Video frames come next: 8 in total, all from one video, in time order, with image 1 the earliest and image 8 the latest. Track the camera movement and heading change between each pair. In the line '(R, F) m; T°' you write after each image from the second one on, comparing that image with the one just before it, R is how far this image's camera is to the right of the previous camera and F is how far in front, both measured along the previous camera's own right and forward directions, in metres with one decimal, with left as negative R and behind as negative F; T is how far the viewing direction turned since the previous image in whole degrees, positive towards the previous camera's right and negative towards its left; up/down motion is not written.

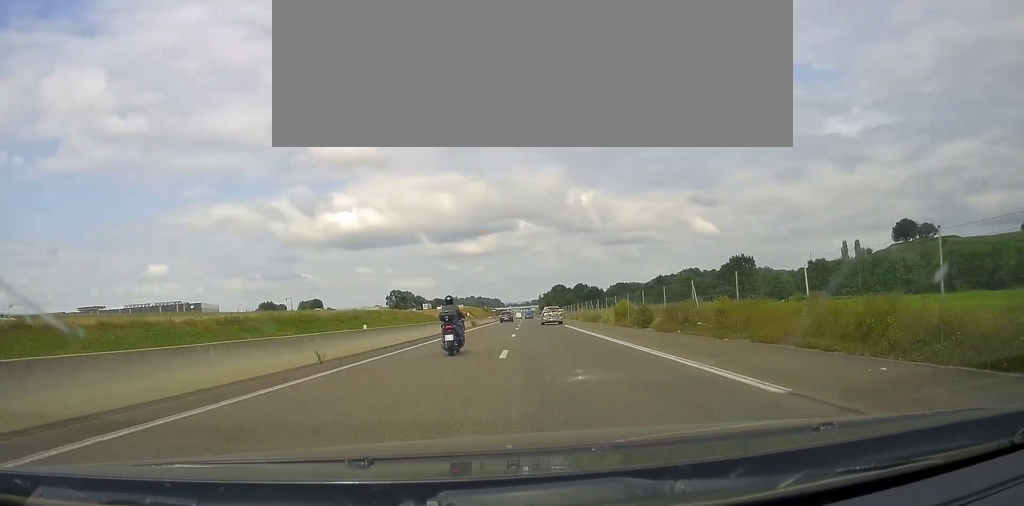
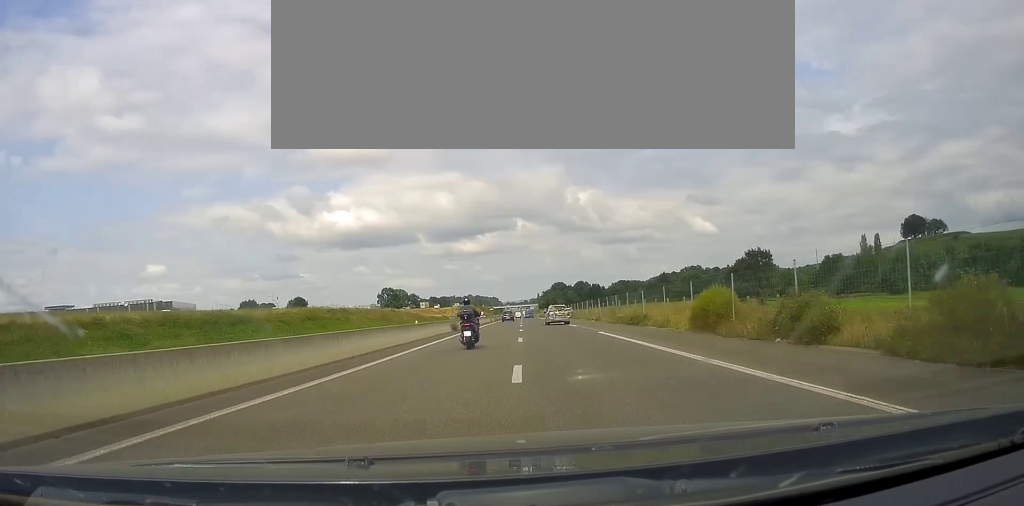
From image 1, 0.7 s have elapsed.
(-0.2, +17.8) m; -1°
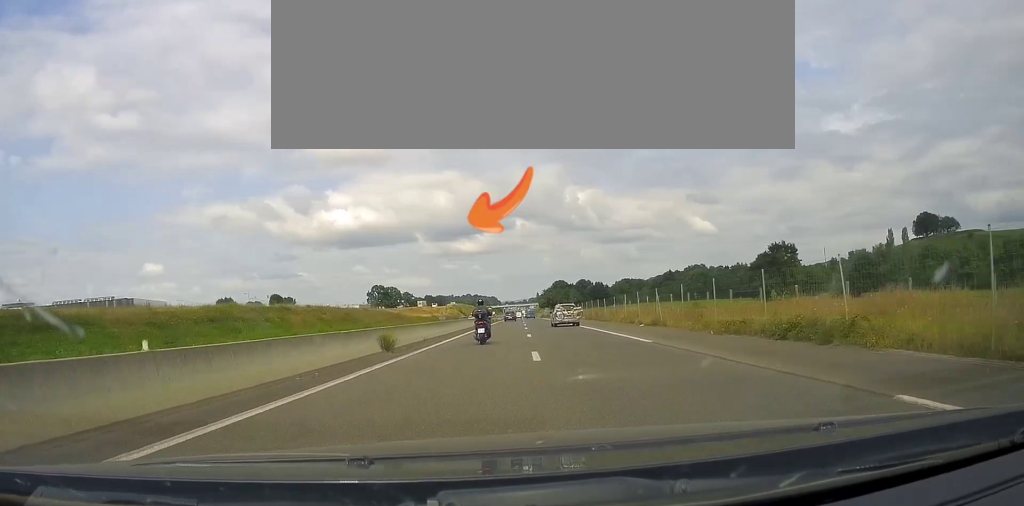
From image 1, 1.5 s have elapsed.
(0.0, +21.2) m; 0°
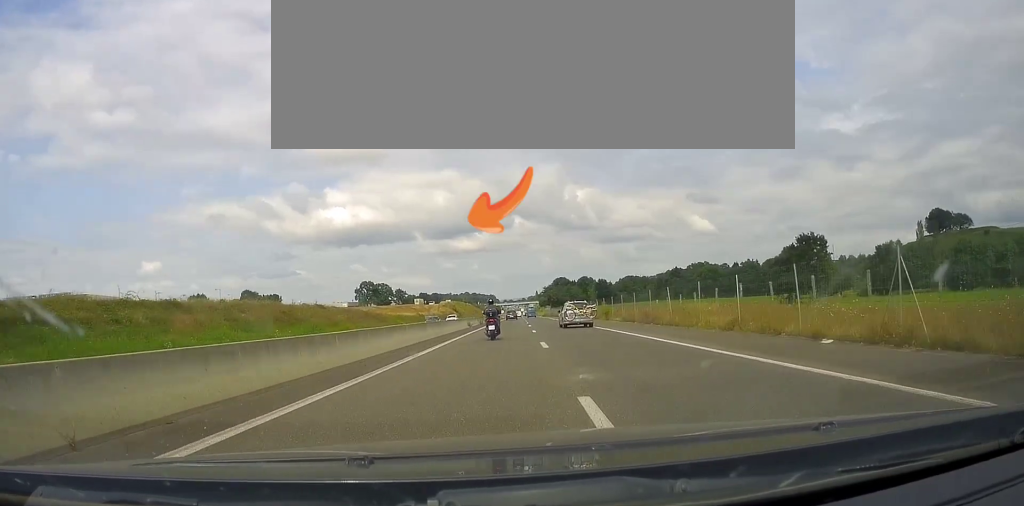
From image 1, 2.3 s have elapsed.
(0.0, +21.6) m; -1°
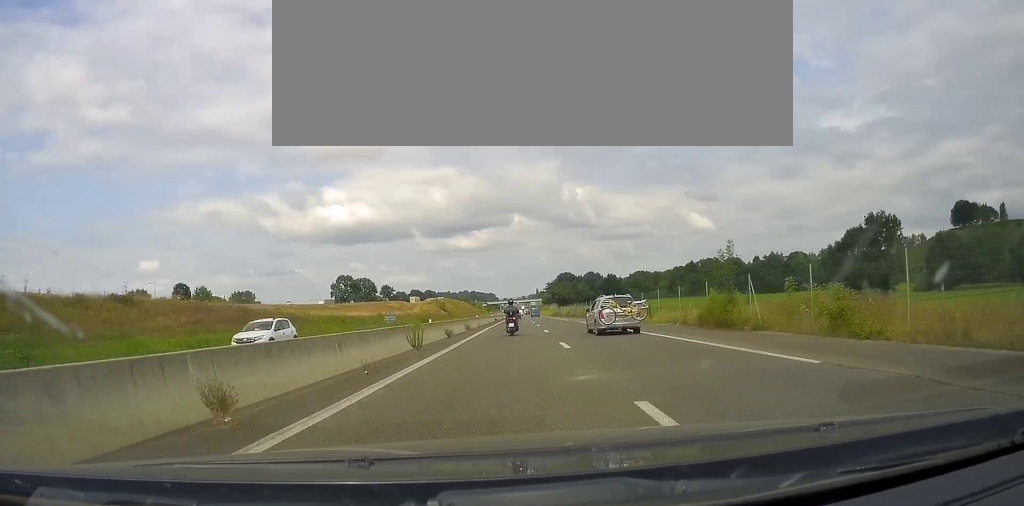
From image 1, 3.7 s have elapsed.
(0.0, +38.5) m; +2°
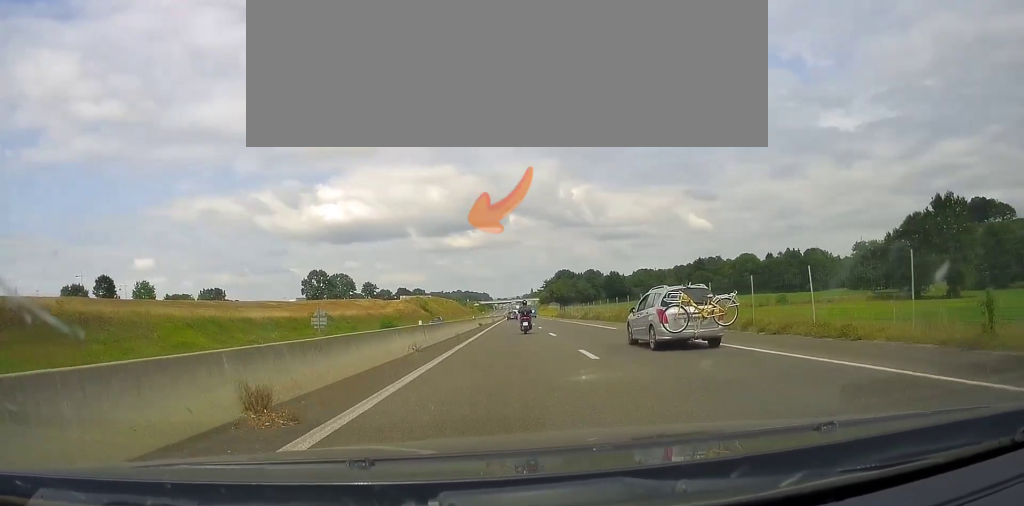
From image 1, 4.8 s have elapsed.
(+0.7, +29.3) m; +1°
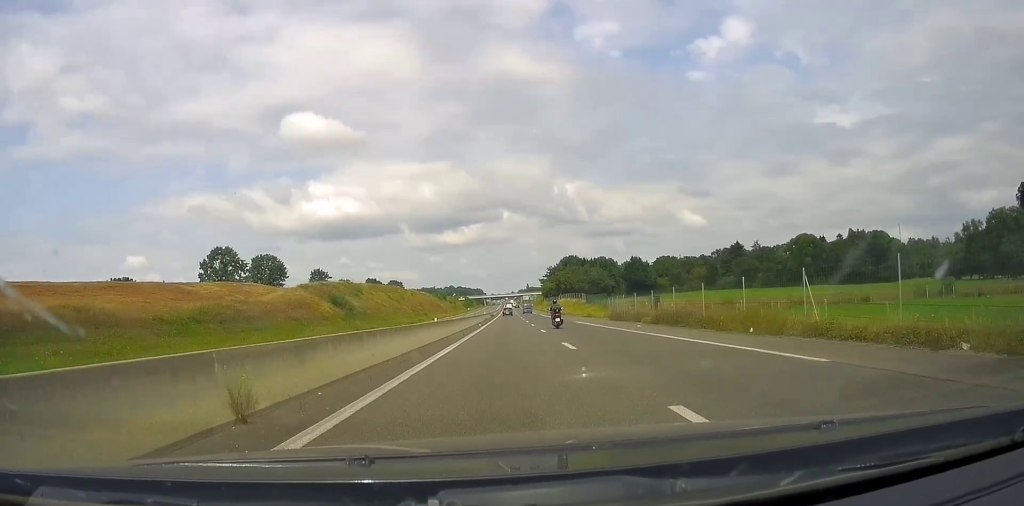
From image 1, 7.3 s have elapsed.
(0.0, +73.0) m; +1°
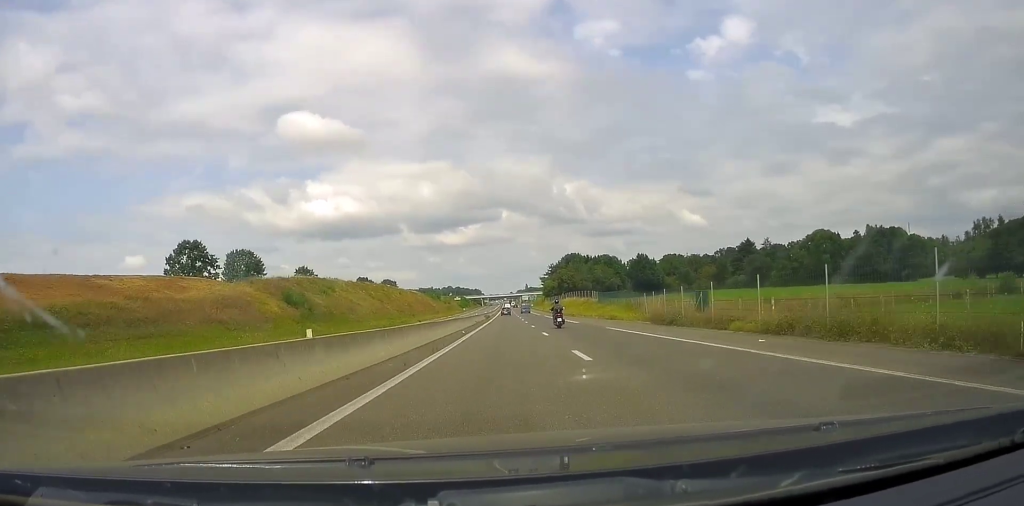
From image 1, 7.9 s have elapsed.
(0.0, +16.0) m; 0°
